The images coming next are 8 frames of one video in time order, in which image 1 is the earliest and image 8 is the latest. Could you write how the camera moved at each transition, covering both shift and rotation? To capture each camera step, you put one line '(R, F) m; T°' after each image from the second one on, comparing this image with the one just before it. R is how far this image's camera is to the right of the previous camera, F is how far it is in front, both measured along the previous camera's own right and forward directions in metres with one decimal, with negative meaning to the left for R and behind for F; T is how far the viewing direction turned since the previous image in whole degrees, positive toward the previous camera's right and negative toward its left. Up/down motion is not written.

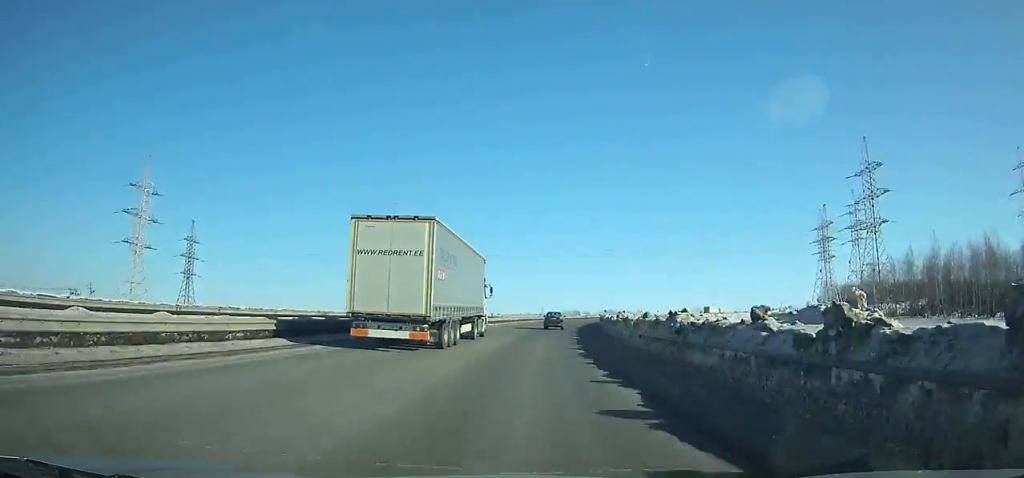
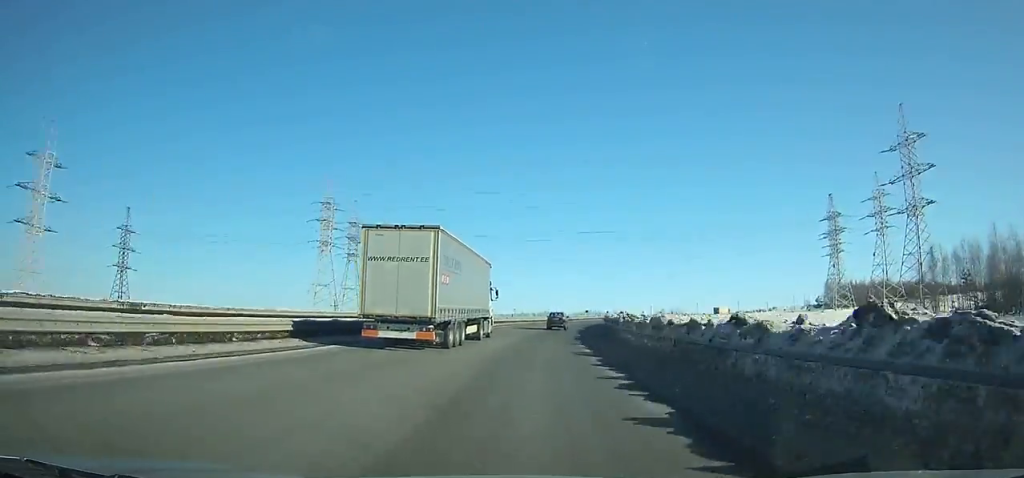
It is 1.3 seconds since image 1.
(+1.2, +27.1) m; +3°
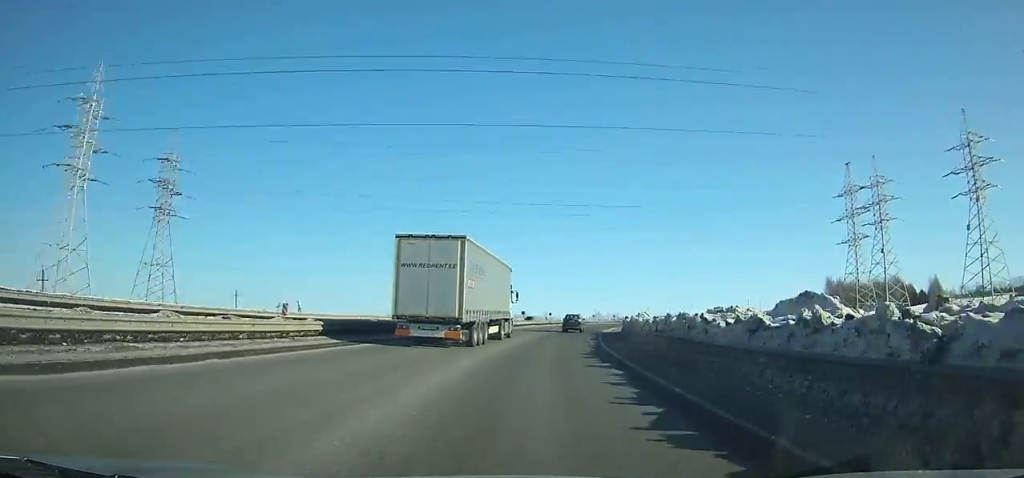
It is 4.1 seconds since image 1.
(+3.1, +58.1) m; +7°
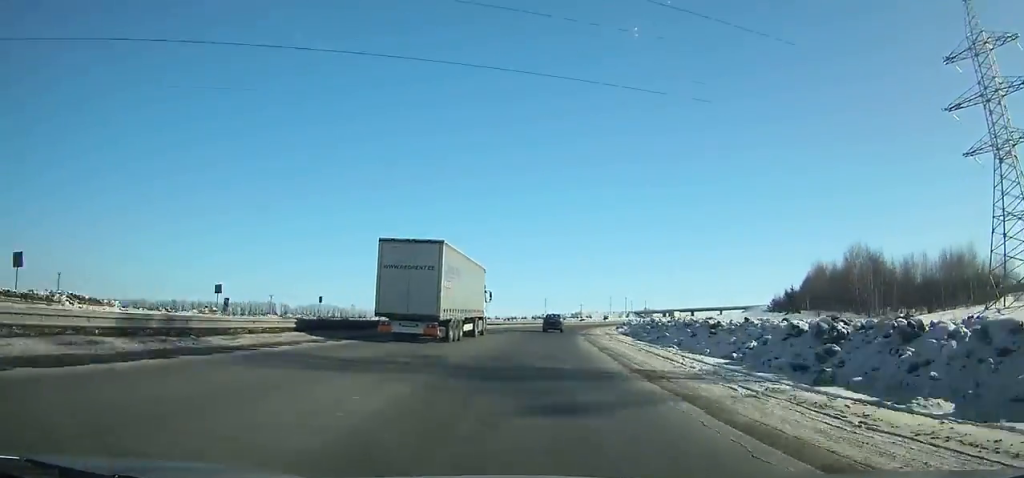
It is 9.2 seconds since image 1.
(+13.3, +104.4) m; +16°
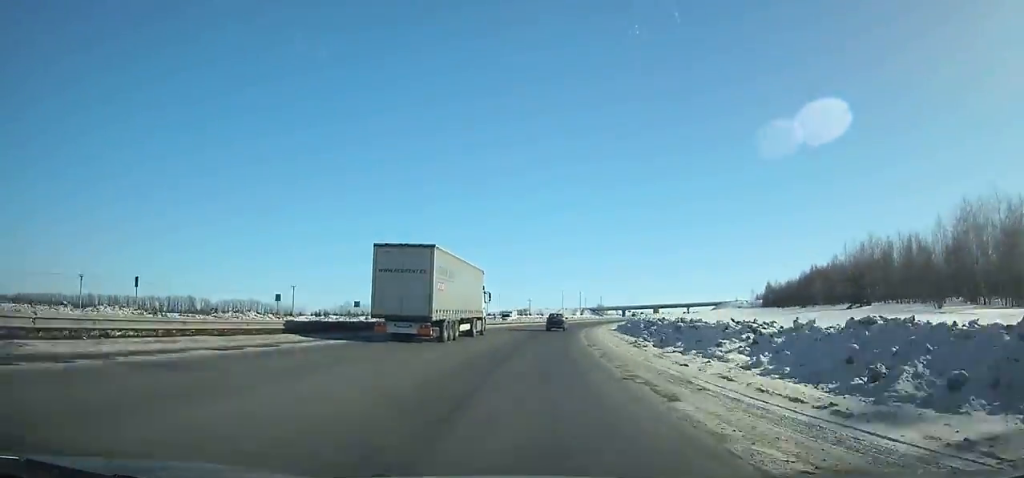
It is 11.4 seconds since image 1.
(+2.9, +45.3) m; +6°
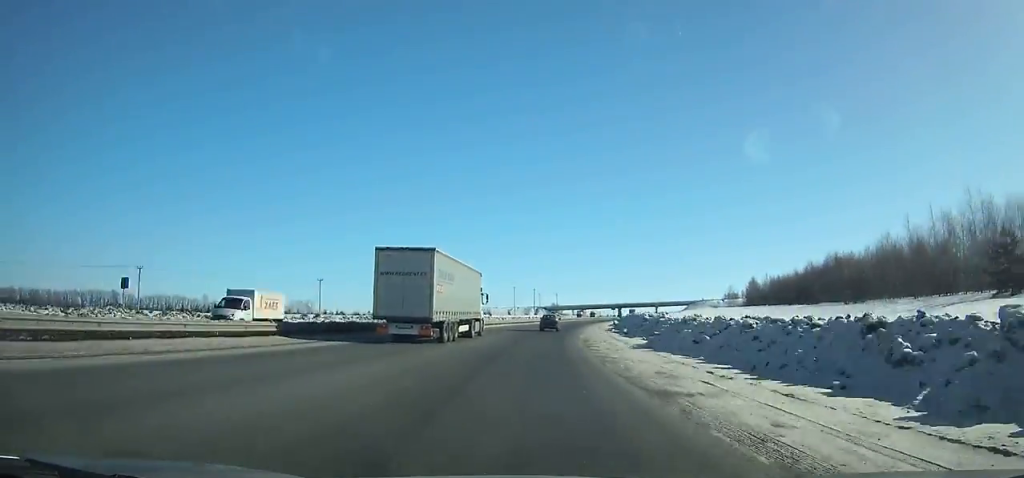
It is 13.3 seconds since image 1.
(+2.2, +38.8) m; +5°
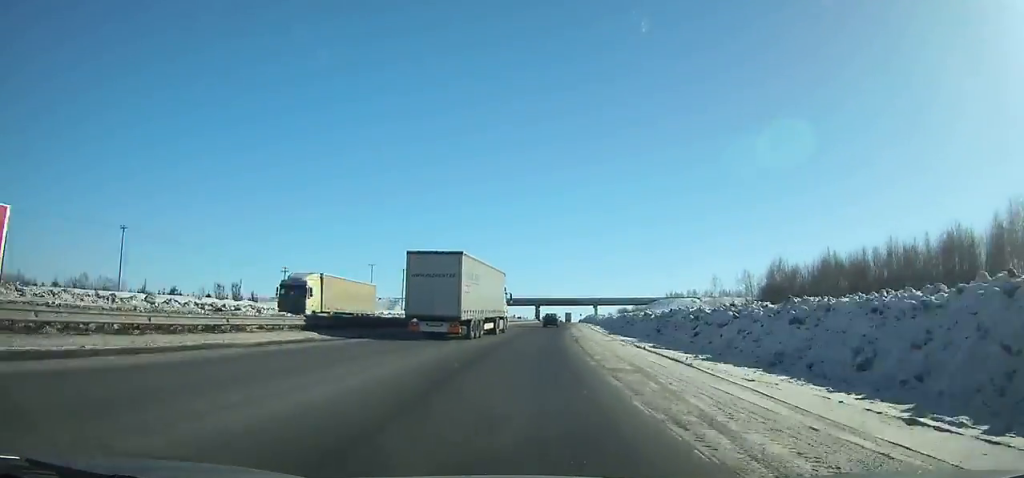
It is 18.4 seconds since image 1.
(+10.1, +103.9) m; +10°
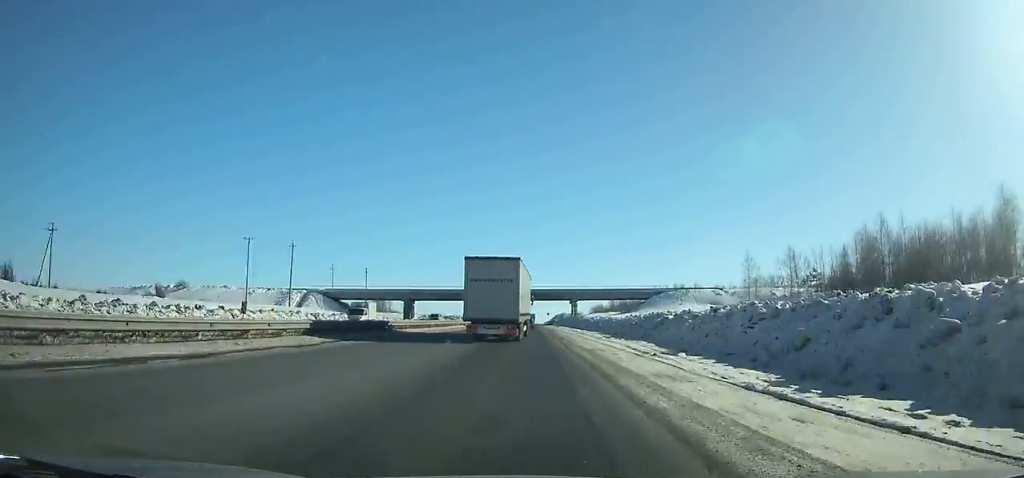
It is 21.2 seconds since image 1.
(+2.0, +57.1) m; +3°
